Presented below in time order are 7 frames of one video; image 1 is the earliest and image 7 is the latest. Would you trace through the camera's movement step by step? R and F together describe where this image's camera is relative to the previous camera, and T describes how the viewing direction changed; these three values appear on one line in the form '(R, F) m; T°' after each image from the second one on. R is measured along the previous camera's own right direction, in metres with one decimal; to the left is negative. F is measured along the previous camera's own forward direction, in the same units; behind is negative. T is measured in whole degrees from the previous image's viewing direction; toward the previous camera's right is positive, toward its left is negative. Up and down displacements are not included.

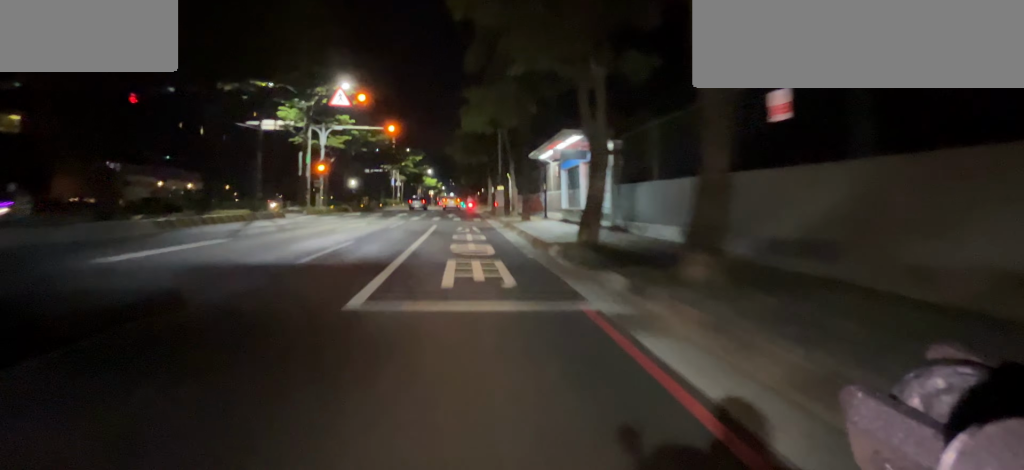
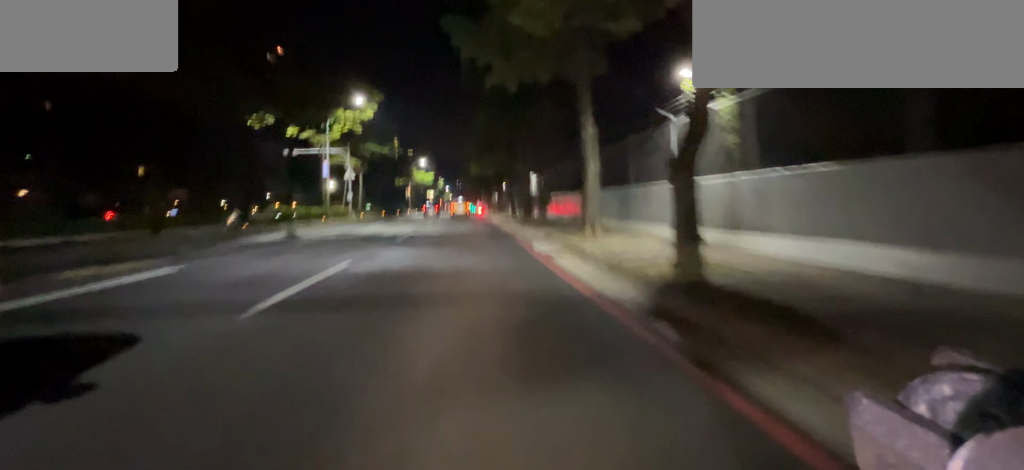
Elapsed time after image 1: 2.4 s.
(-0.3, +44.6) m; 0°
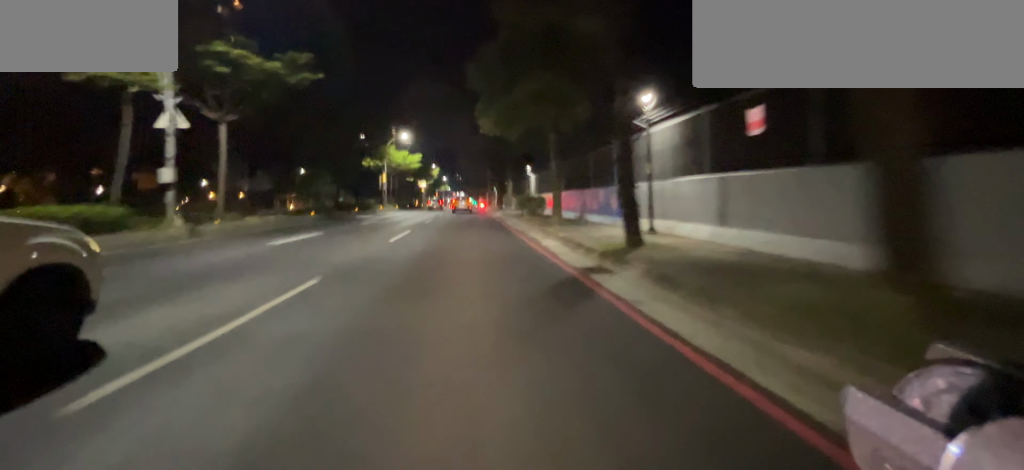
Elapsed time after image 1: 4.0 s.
(0.0, +26.6) m; 0°
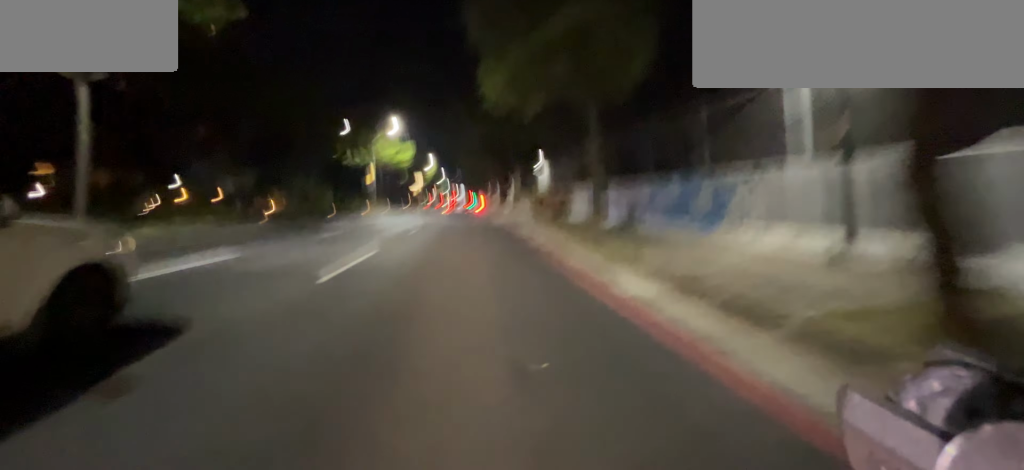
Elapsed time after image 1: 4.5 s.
(0.0, +6.4) m; 0°
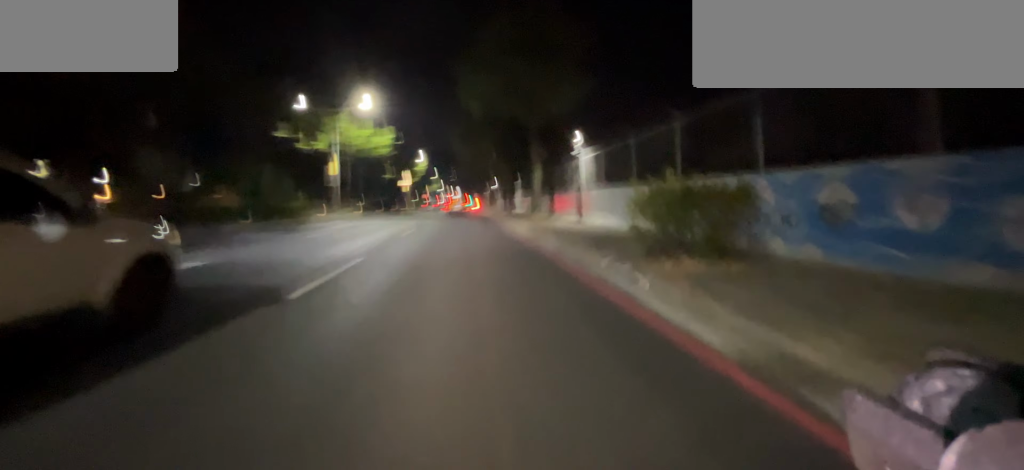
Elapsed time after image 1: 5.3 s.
(-0.1, +10.2) m; +1°
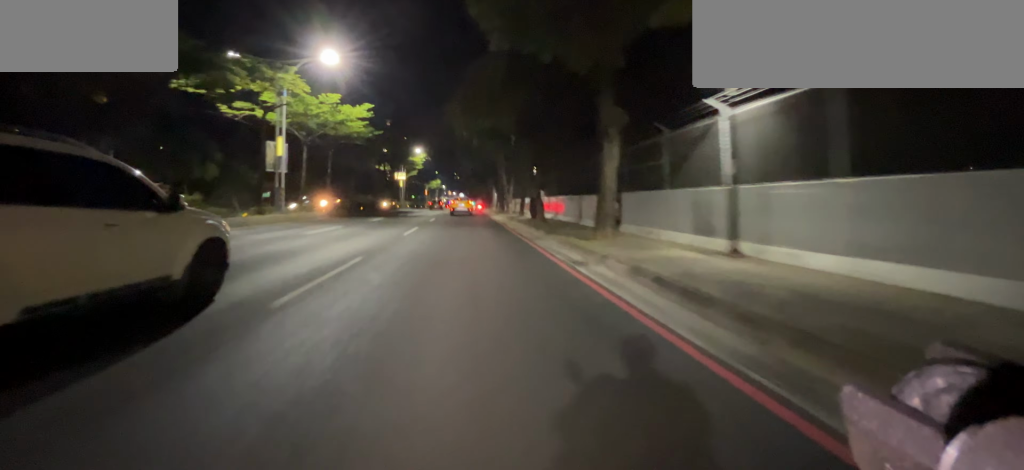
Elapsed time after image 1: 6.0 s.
(+0.1, +9.5) m; +2°
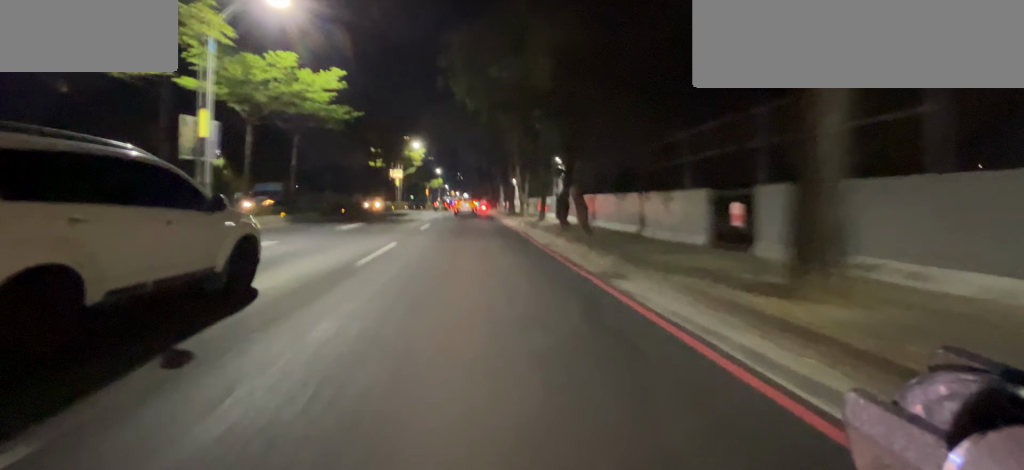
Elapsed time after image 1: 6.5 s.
(0.0, +6.1) m; +1°
